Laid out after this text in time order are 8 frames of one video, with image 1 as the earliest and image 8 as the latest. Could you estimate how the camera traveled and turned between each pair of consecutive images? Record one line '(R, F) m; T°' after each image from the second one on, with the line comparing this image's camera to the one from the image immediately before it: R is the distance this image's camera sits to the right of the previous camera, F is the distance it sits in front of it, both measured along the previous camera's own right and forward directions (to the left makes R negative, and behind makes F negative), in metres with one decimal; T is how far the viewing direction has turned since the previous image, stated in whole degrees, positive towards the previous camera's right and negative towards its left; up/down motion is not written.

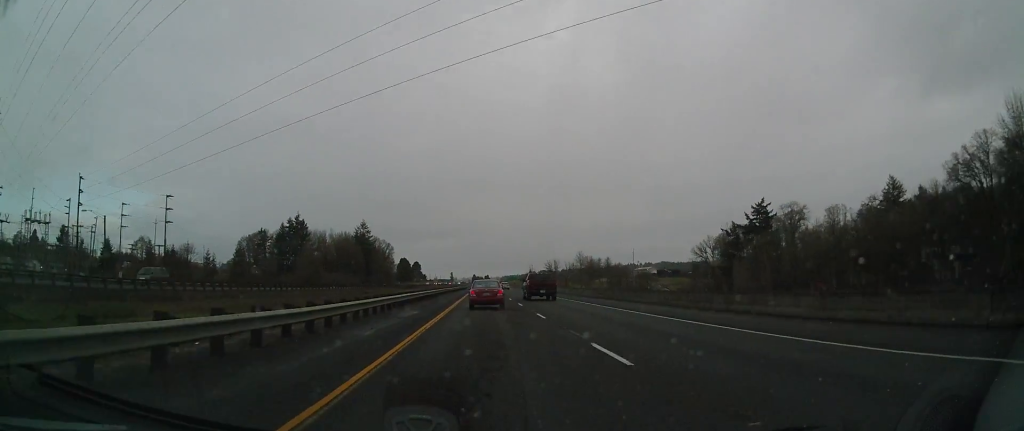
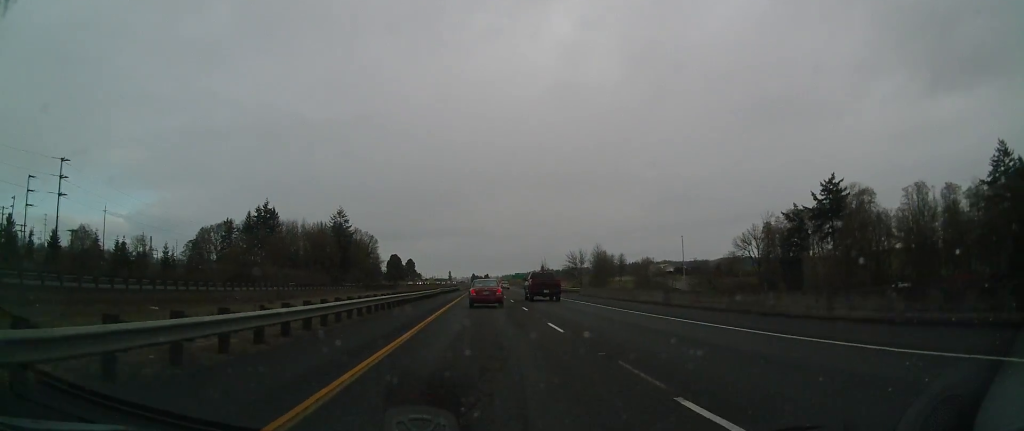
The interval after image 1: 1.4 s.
(+0.4, +41.6) m; +1°
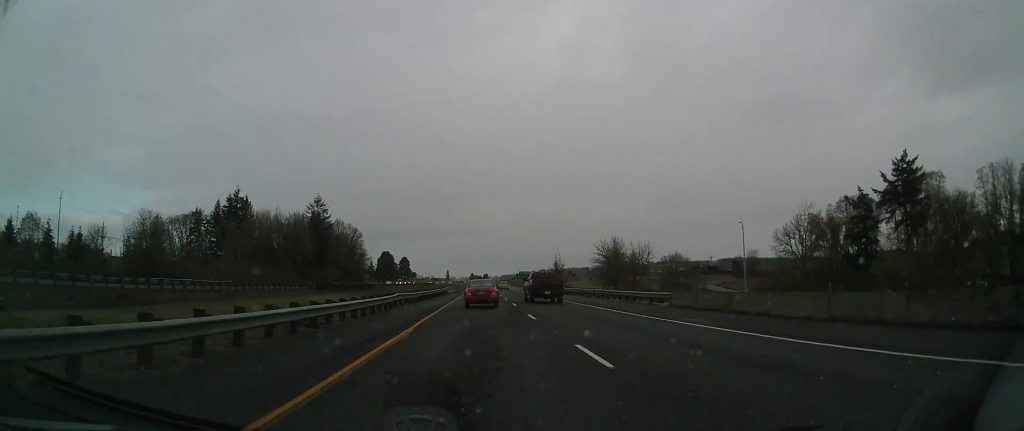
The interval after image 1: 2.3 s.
(+0.1, +30.2) m; 0°
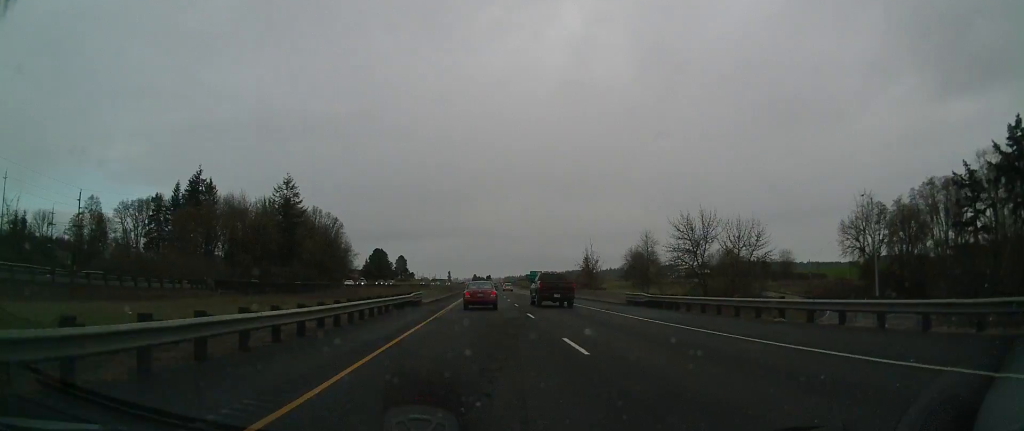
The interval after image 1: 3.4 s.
(-0.3, +33.8) m; -1°
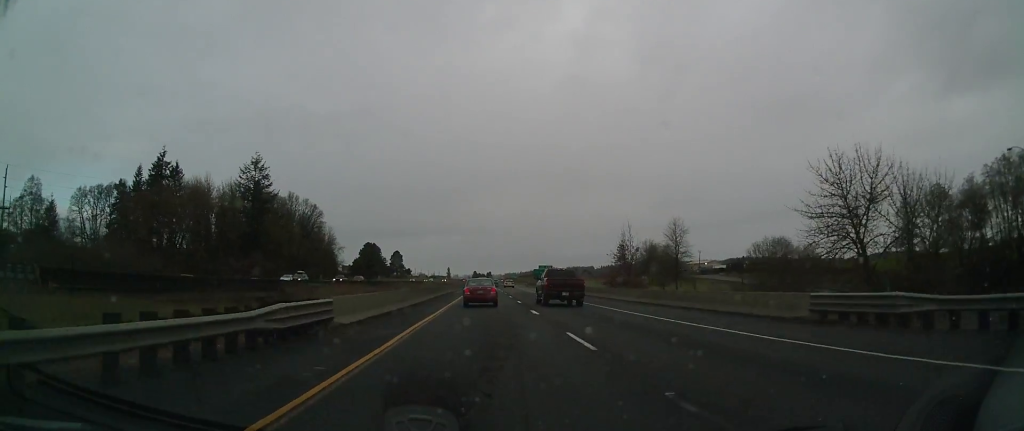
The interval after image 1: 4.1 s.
(0.0, +23.5) m; 0°
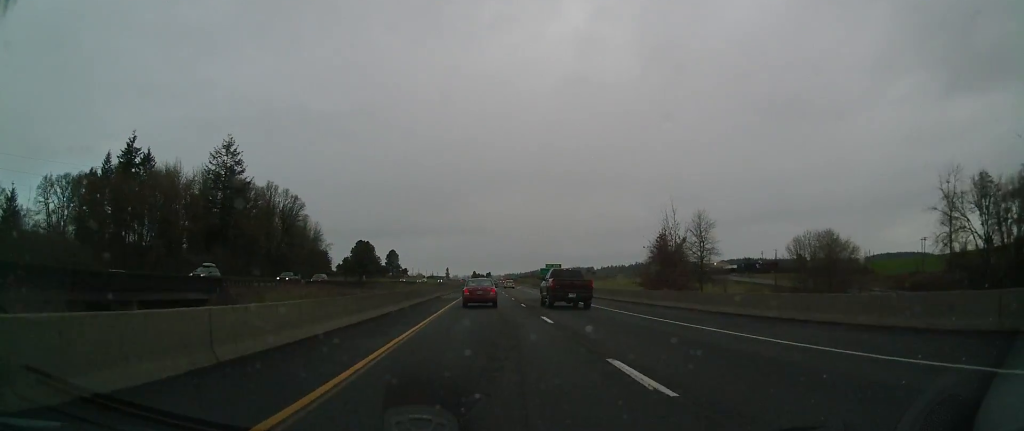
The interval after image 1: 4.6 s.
(0.0, +16.1) m; 0°
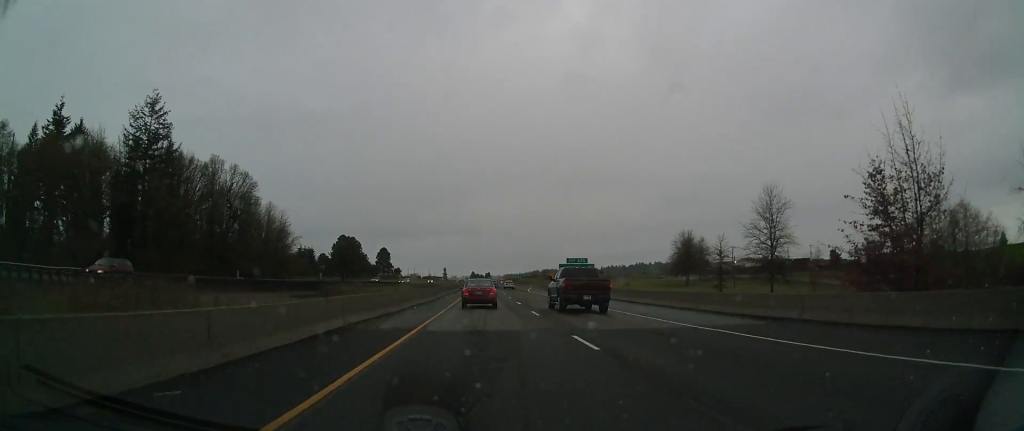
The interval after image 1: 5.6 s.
(+0.3, +31.5) m; +1°
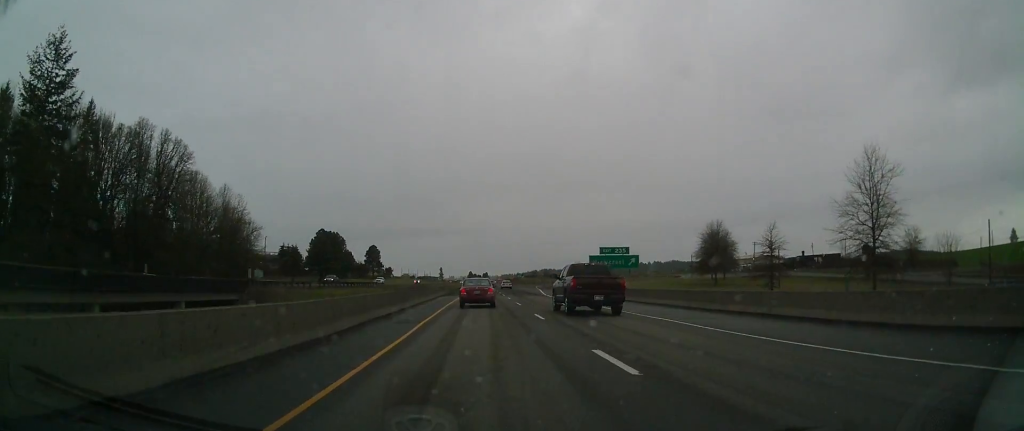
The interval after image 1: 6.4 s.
(+0.1, +27.3) m; 0°
